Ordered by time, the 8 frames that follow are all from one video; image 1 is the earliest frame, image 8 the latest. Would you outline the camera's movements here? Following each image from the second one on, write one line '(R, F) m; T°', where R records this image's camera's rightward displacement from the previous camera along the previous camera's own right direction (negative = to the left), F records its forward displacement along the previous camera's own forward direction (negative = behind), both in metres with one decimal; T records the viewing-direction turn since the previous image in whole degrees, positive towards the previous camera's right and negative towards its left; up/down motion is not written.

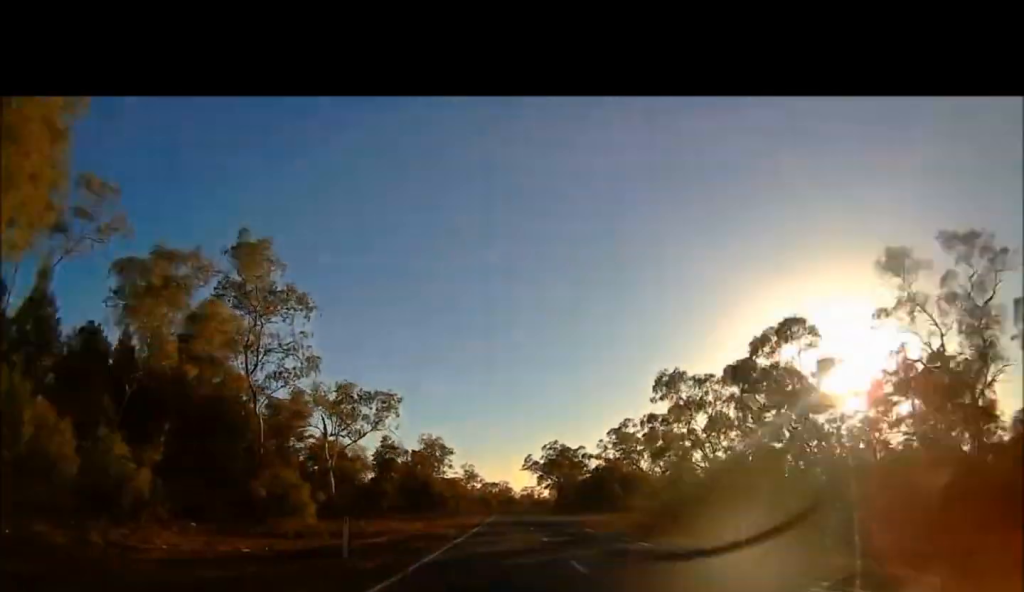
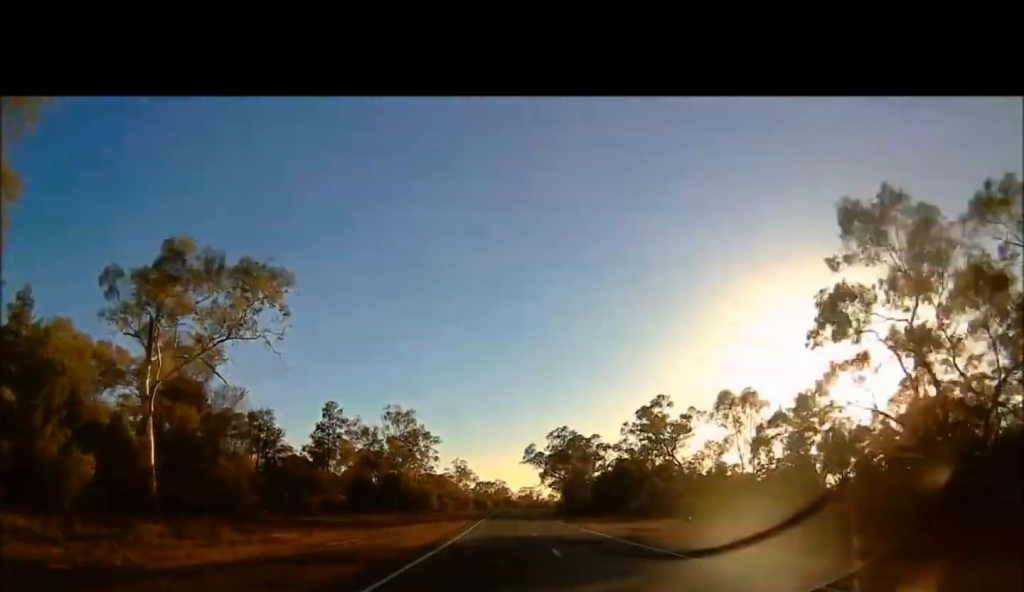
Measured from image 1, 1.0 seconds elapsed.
(+0.1, +32.9) m; 0°
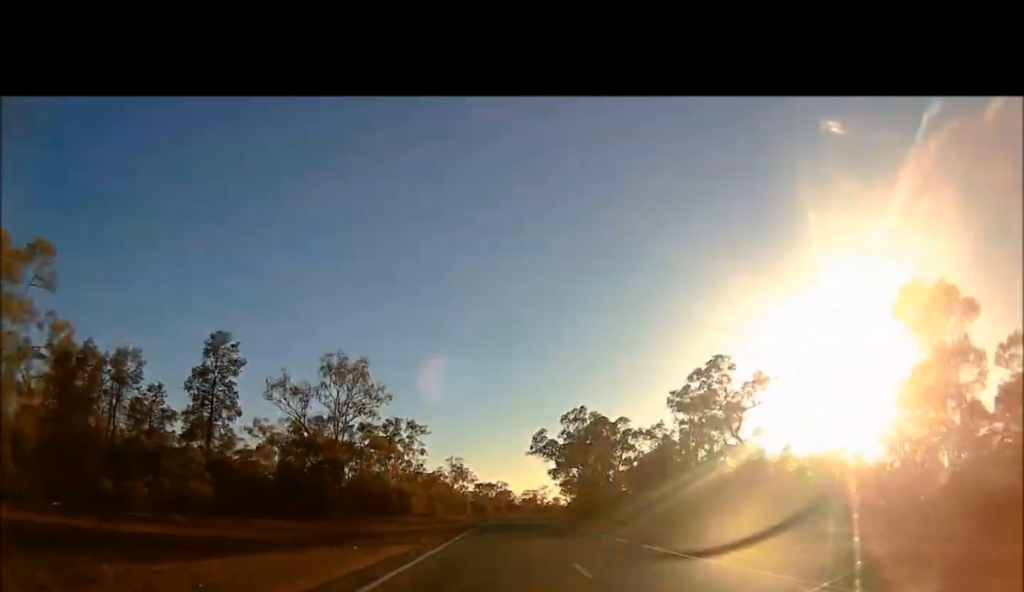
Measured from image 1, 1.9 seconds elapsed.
(0.0, +30.4) m; 0°
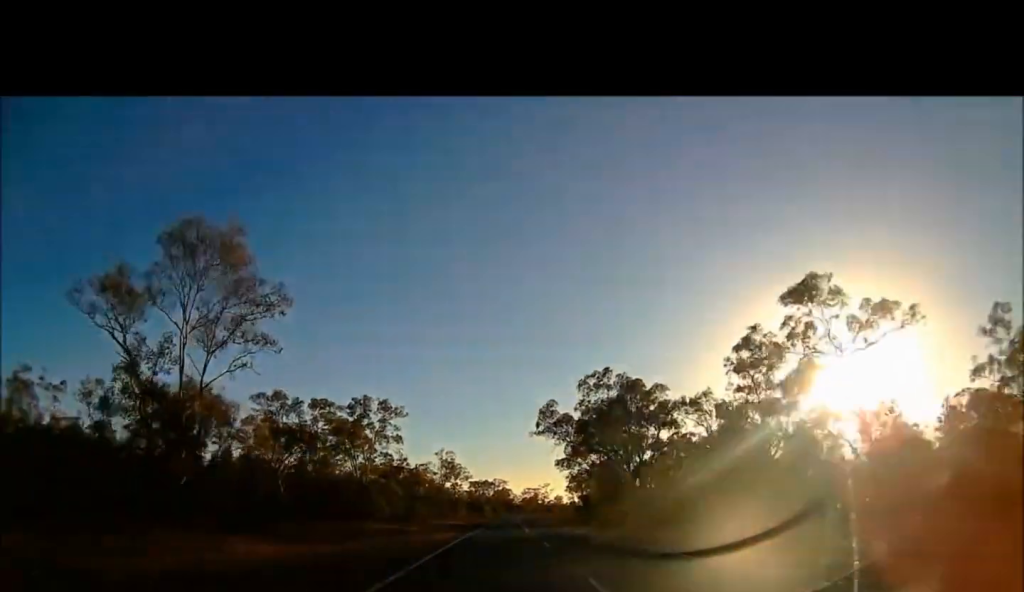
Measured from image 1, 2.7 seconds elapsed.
(0.0, +28.0) m; 0°
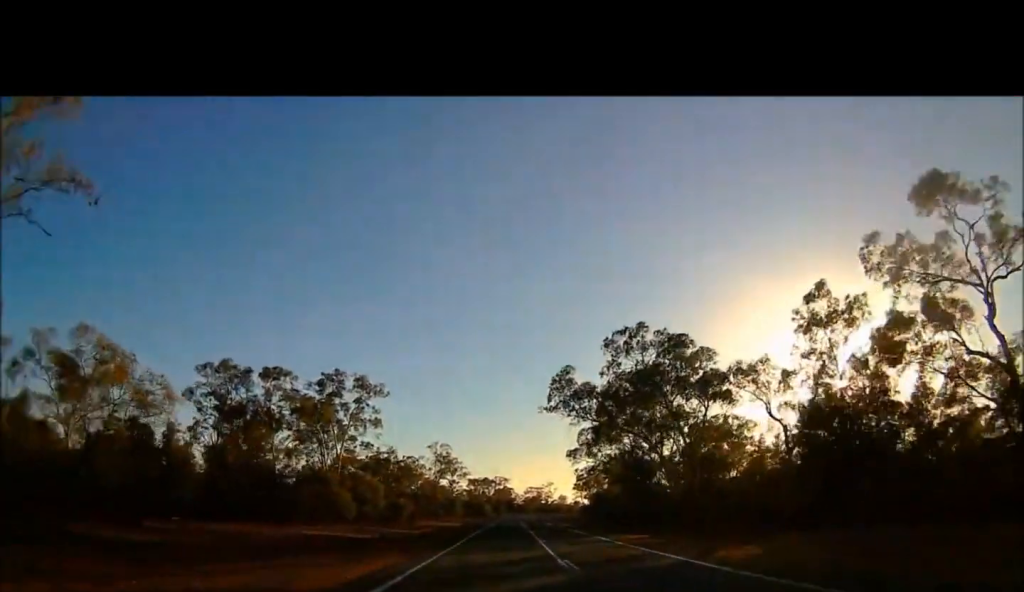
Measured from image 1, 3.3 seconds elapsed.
(0.0, +19.0) m; 0°
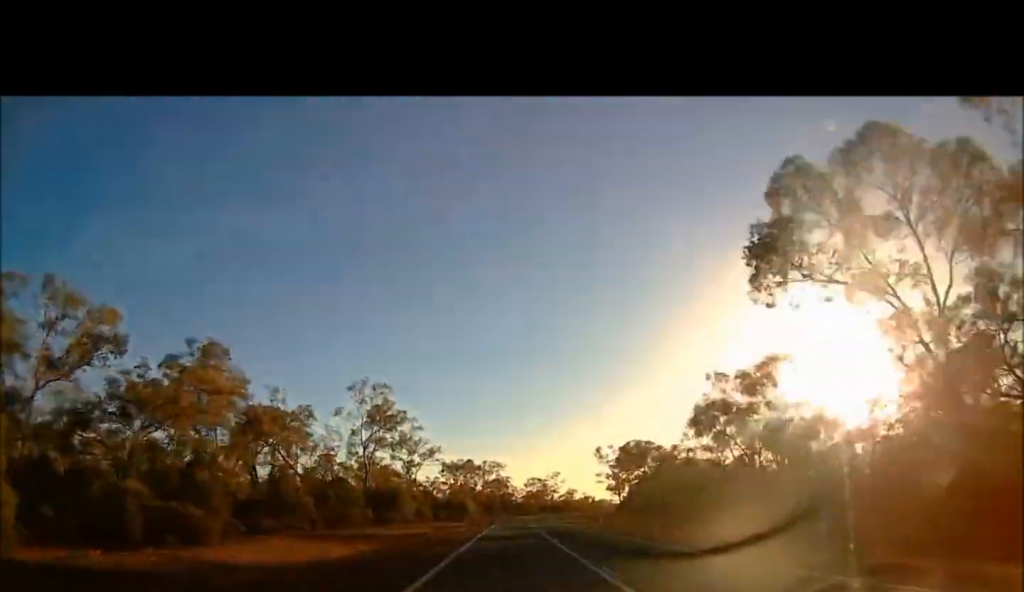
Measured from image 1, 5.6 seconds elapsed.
(0.0, +78.1) m; 0°
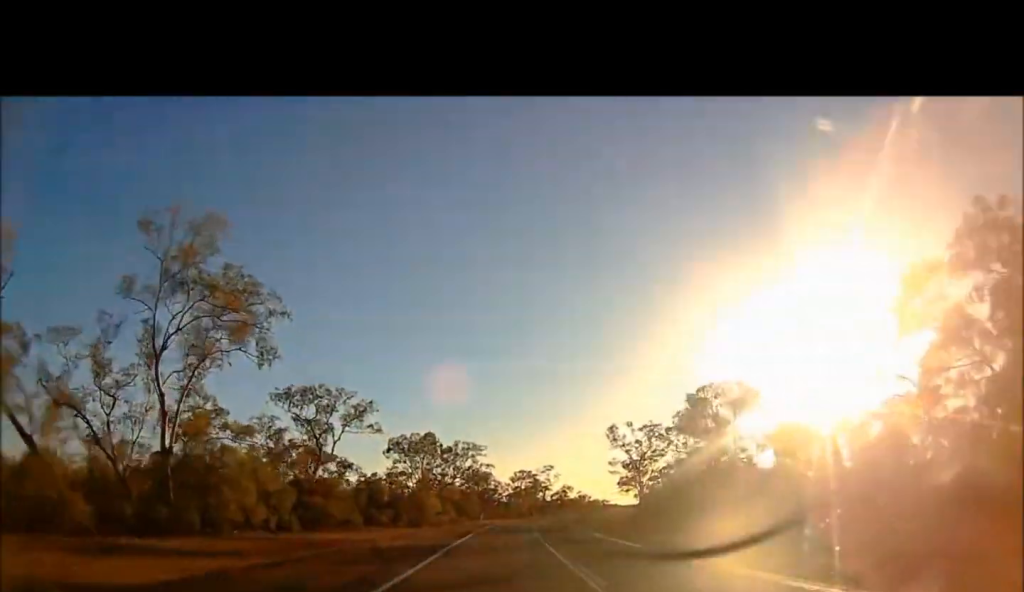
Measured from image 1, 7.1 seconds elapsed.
(+0.3, +49.8) m; +3°
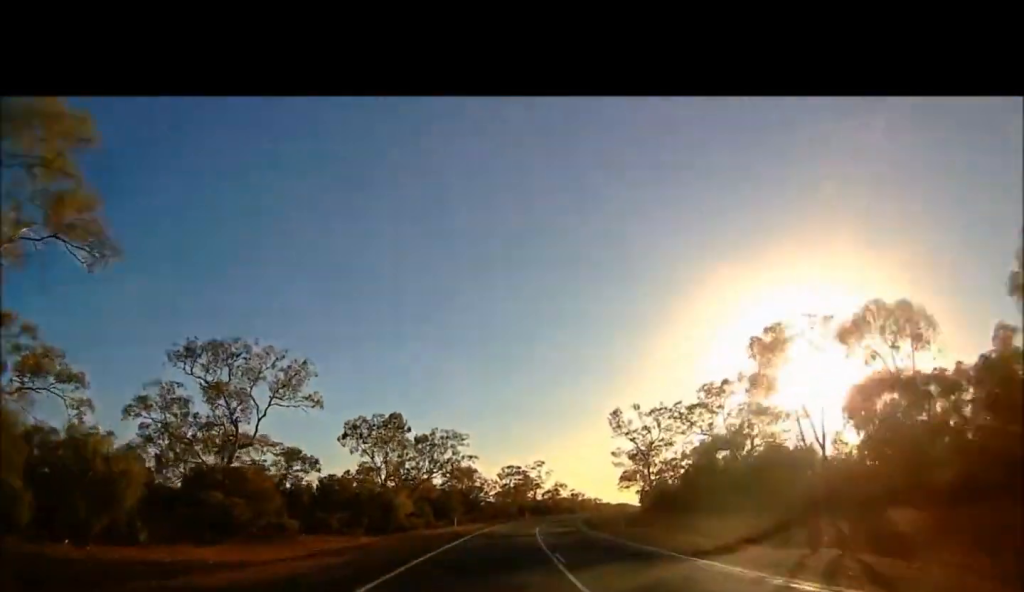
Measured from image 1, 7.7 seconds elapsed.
(-0.6, +19.9) m; +4°
